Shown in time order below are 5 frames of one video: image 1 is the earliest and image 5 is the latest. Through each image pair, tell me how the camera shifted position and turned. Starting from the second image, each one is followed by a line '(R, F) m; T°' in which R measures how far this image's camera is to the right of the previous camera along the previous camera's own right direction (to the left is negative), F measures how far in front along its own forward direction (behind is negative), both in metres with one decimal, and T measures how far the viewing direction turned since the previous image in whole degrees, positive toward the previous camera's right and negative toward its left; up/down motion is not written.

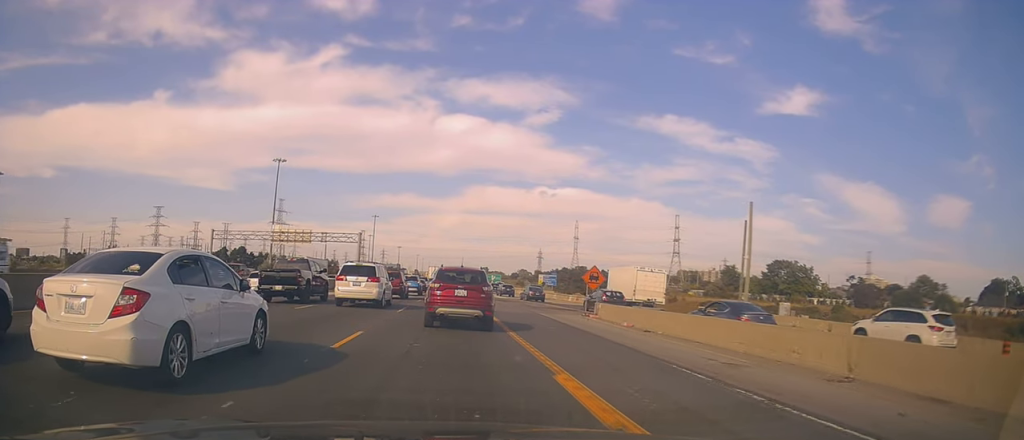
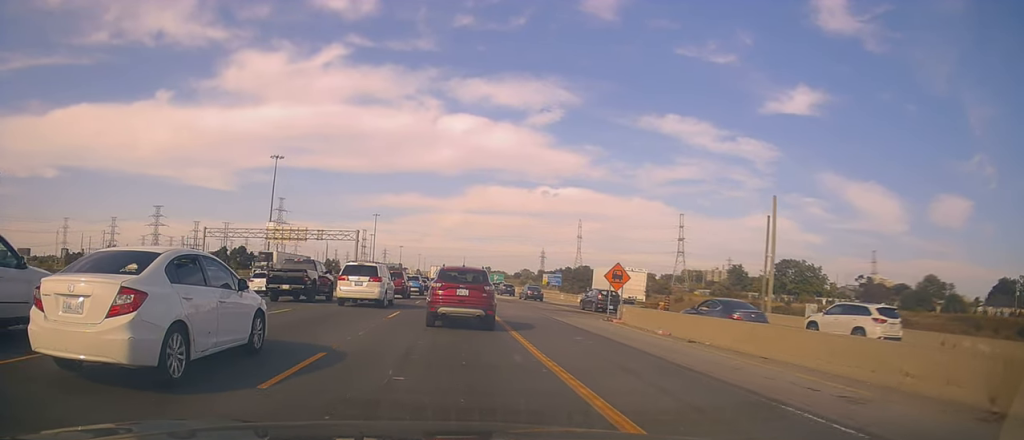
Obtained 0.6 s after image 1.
(+0.3, +3.8) m; 0°
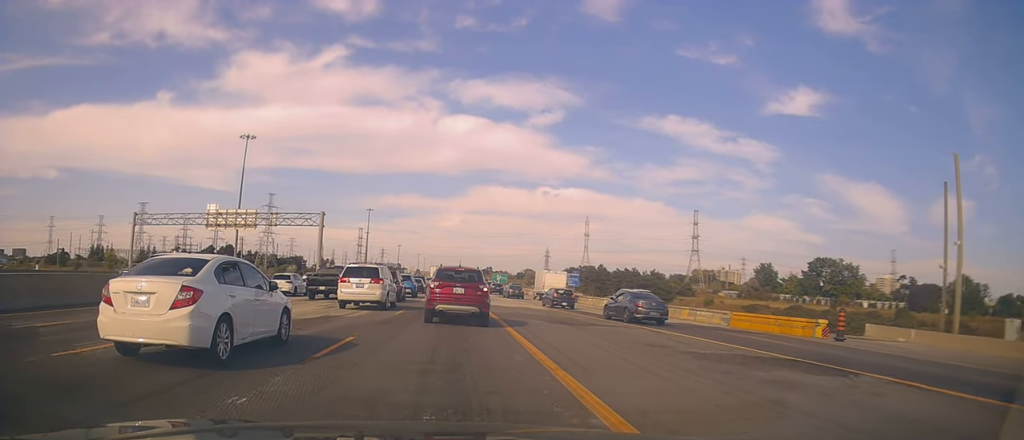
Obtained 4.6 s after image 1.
(0.0, +23.0) m; -2°
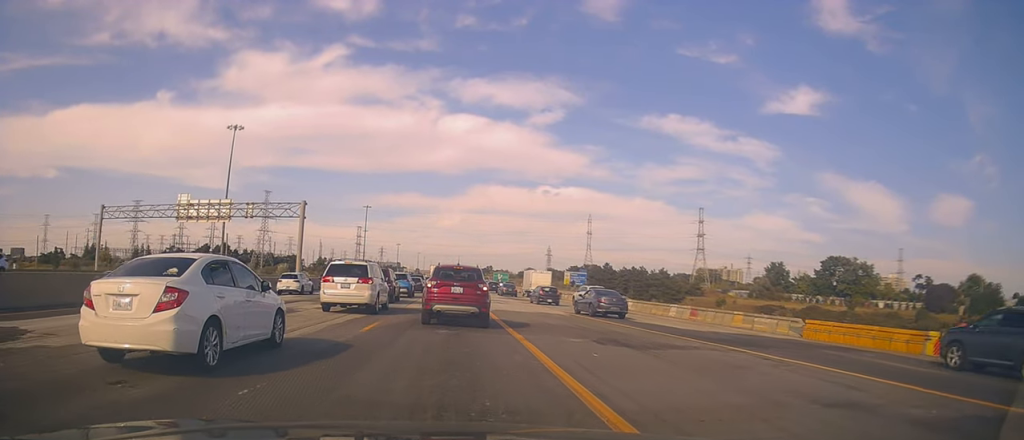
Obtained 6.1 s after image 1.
(-0.2, +7.7) m; 0°
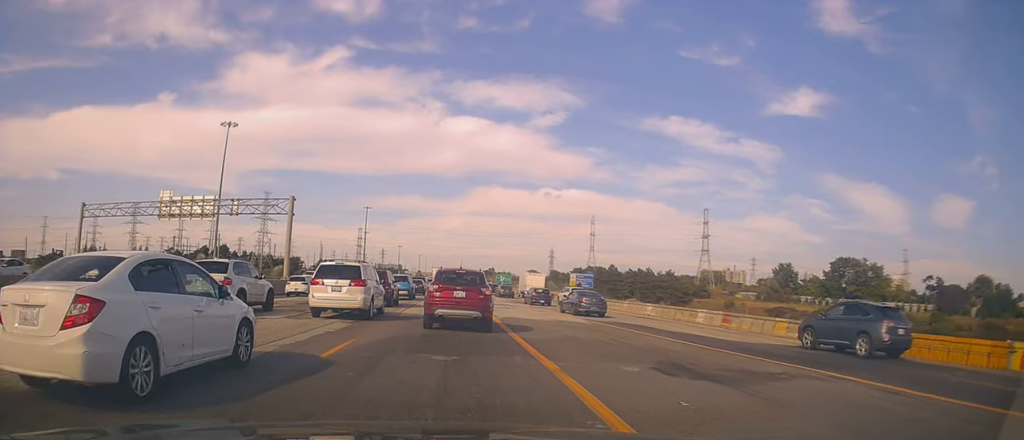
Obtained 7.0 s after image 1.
(+0.1, +4.7) m; +3°
